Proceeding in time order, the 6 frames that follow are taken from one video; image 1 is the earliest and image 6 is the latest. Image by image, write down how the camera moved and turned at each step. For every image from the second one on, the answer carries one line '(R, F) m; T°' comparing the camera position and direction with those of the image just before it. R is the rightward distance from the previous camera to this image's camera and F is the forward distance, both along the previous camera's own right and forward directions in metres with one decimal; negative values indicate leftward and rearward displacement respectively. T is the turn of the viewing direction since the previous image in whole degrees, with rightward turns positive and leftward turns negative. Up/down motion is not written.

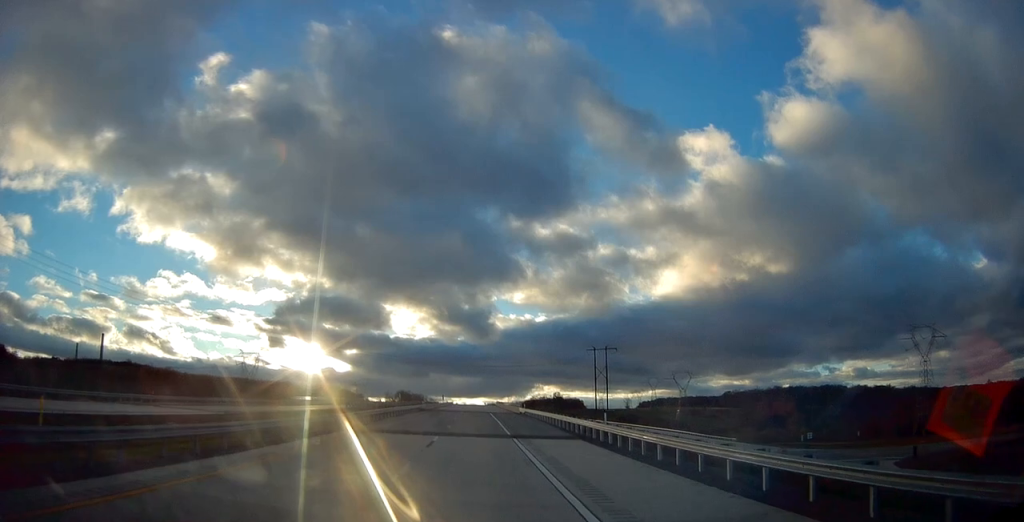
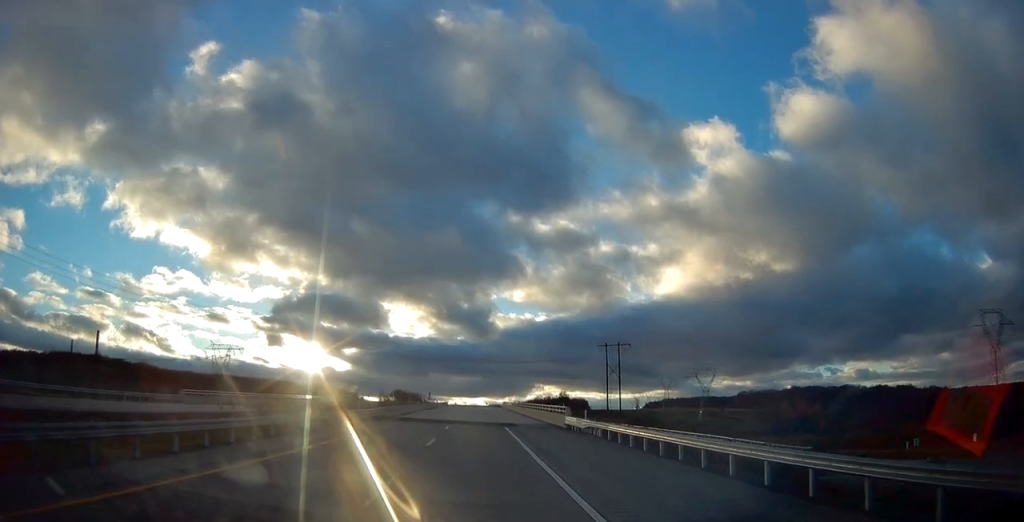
(-0.1, +38.3) m; 0°
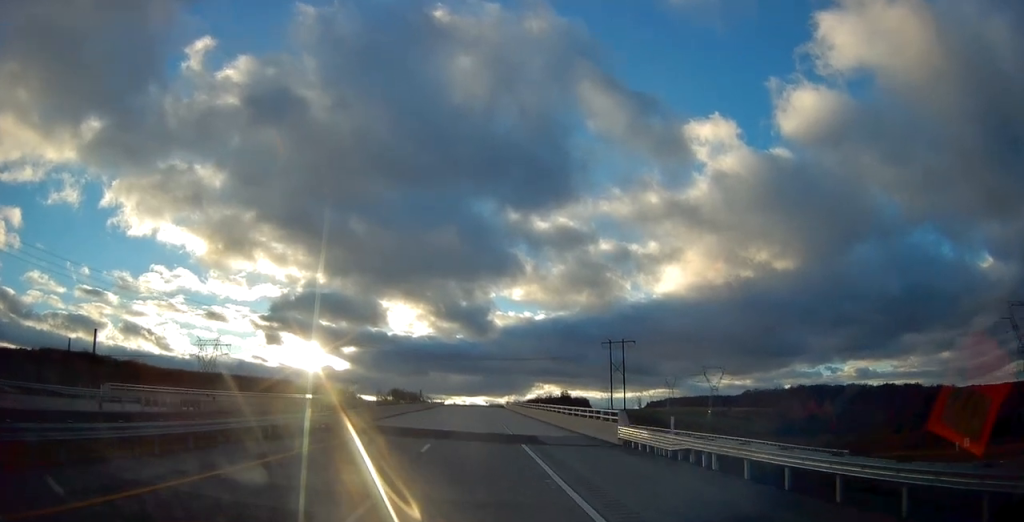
(0.0, +14.4) m; 0°
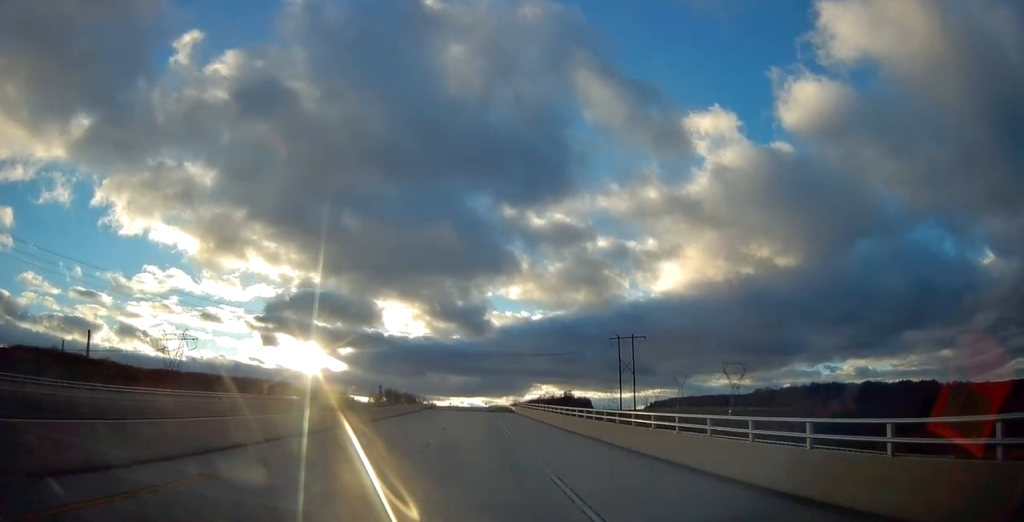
(+0.1, +31.6) m; 0°
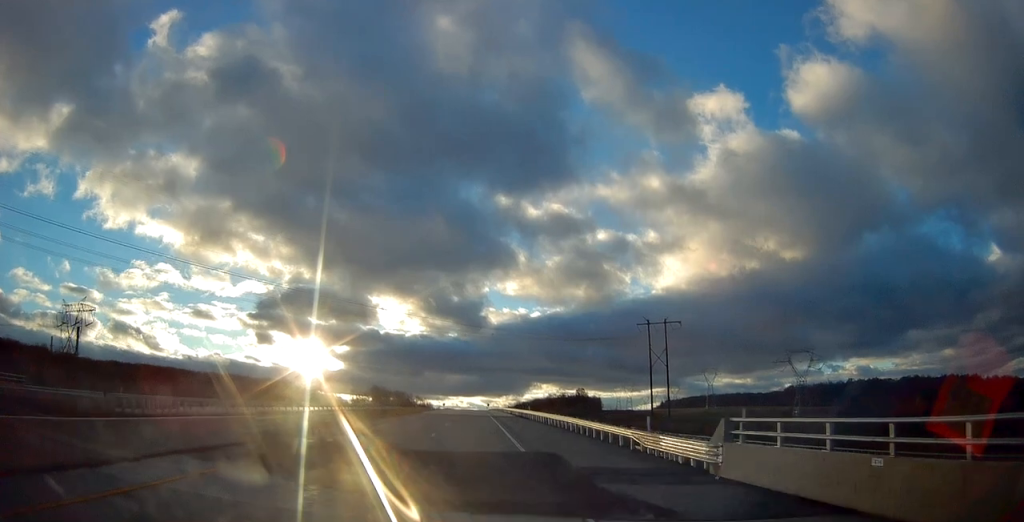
(0.0, +70.0) m; 0°
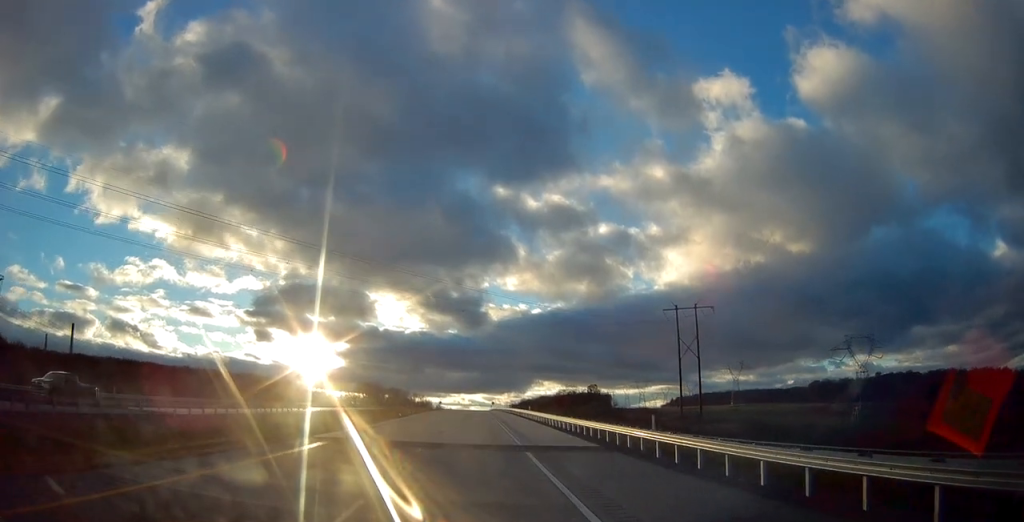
(-0.2, +44.3) m; 0°
